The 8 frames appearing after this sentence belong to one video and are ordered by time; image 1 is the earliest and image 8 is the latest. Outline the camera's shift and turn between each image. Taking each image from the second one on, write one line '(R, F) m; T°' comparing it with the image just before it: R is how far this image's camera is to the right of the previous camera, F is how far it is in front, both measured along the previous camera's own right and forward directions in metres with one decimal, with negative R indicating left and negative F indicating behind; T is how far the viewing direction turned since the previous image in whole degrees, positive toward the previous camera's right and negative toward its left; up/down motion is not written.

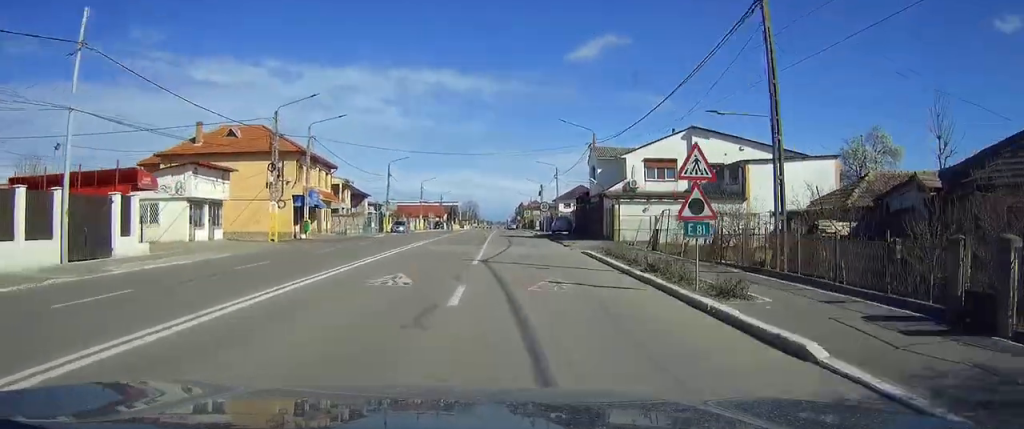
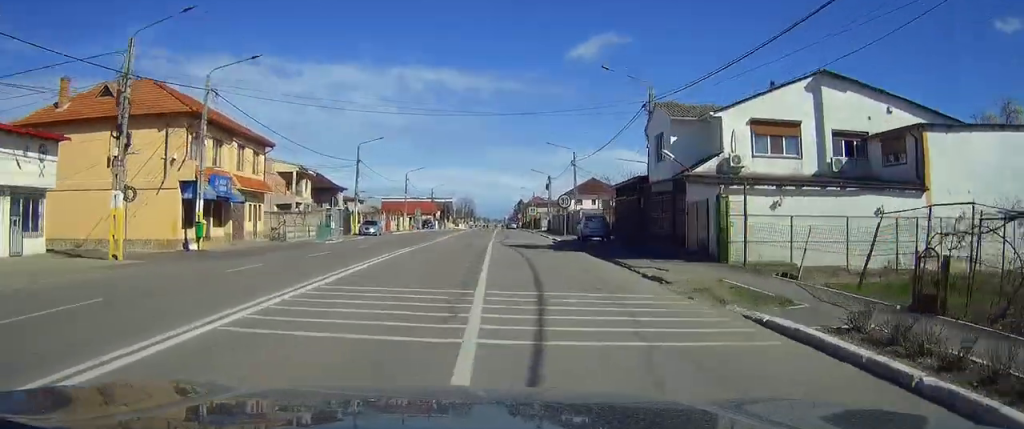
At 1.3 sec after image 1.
(+0.2, +19.7) m; +1°
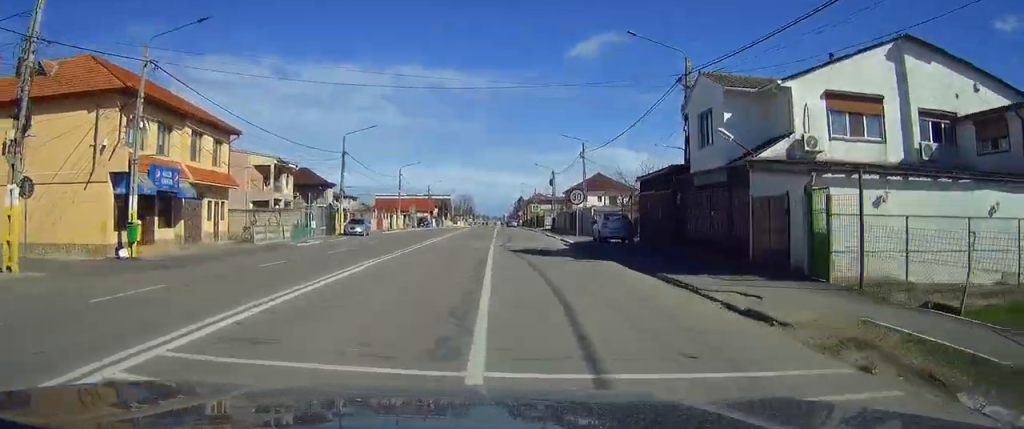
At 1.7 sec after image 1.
(0.0, +6.7) m; 0°
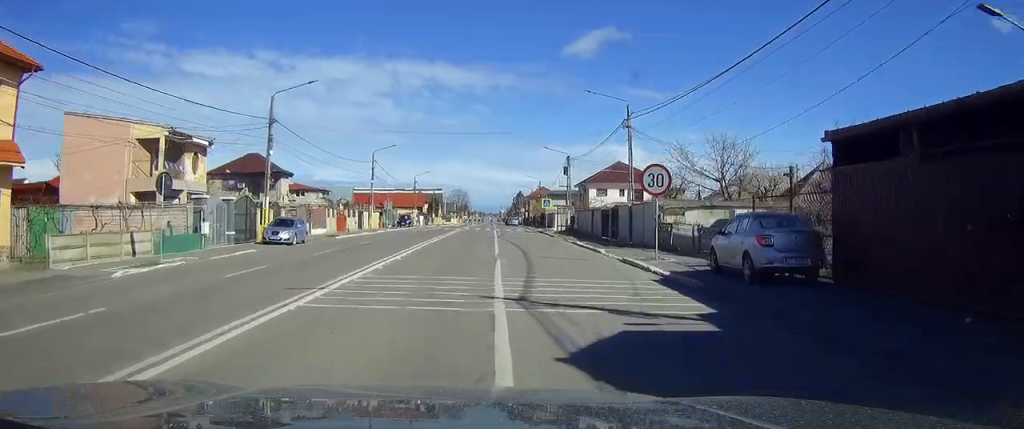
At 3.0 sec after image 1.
(0.0, +20.7) m; 0°
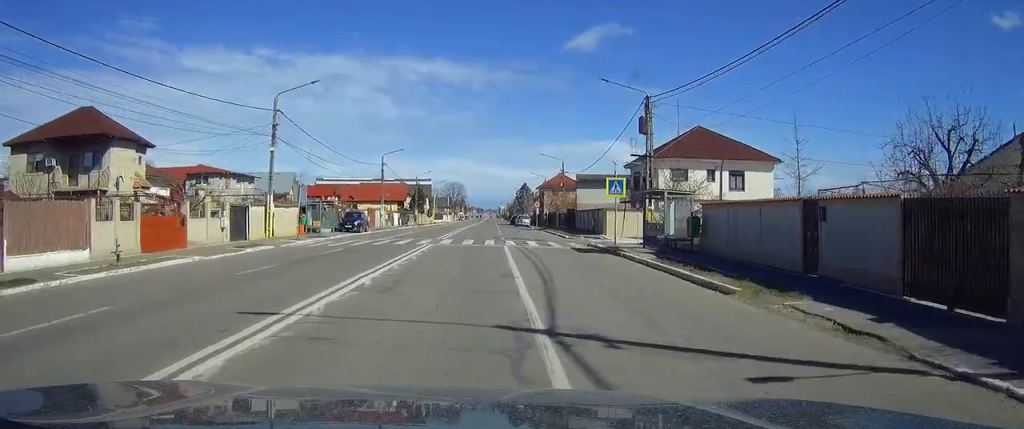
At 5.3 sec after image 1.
(0.0, +36.1) m; 0°
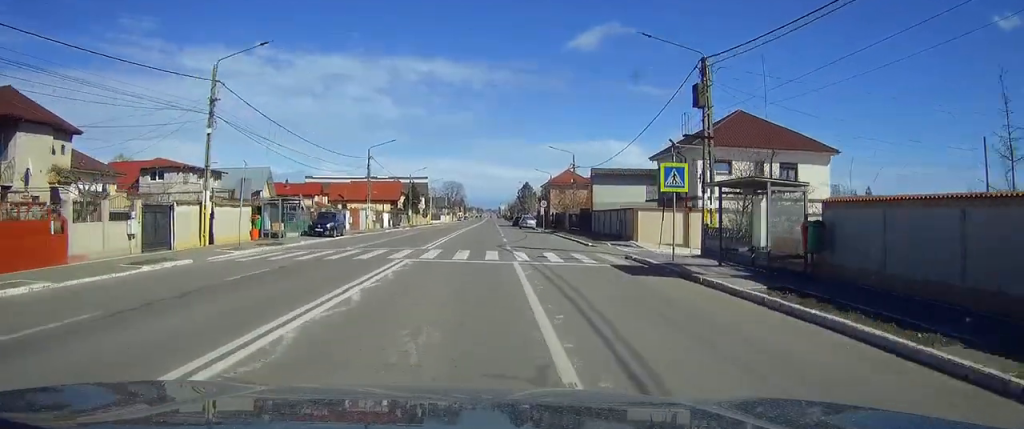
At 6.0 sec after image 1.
(0.0, +9.9) m; 0°
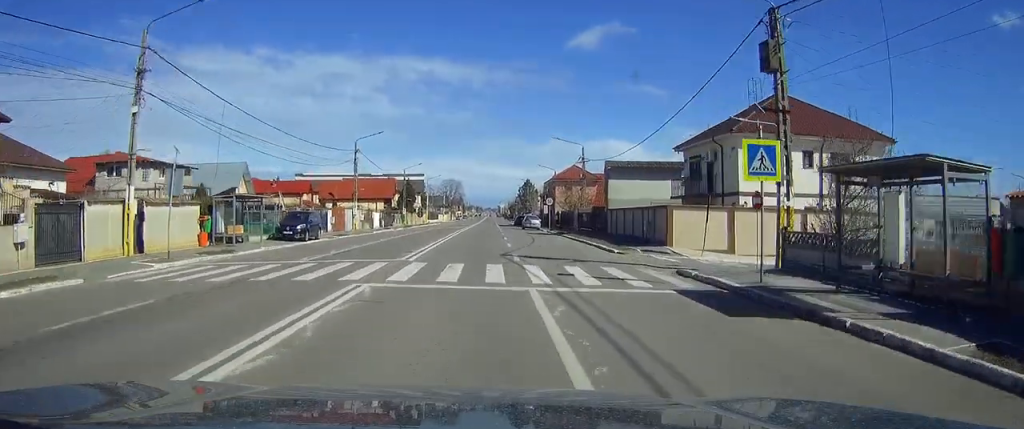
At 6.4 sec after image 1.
(+0.1, +7.3) m; 0°
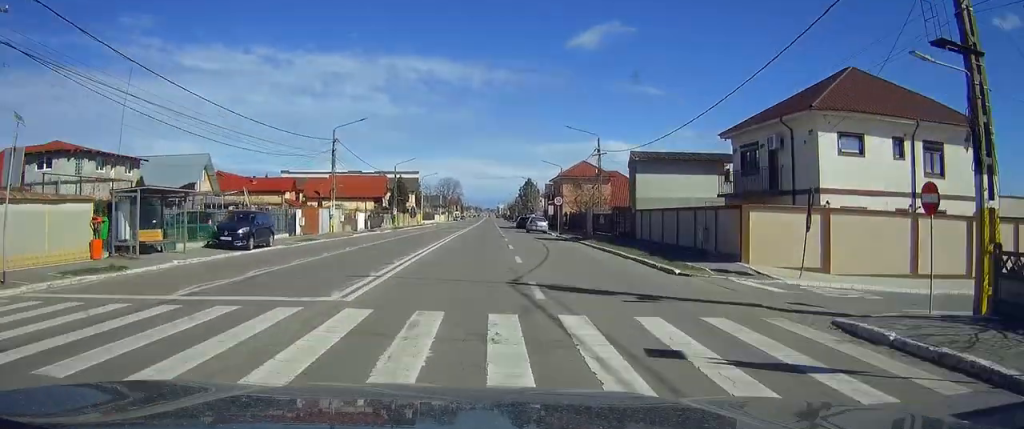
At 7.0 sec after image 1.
(+0.1, +9.4) m; 0°
